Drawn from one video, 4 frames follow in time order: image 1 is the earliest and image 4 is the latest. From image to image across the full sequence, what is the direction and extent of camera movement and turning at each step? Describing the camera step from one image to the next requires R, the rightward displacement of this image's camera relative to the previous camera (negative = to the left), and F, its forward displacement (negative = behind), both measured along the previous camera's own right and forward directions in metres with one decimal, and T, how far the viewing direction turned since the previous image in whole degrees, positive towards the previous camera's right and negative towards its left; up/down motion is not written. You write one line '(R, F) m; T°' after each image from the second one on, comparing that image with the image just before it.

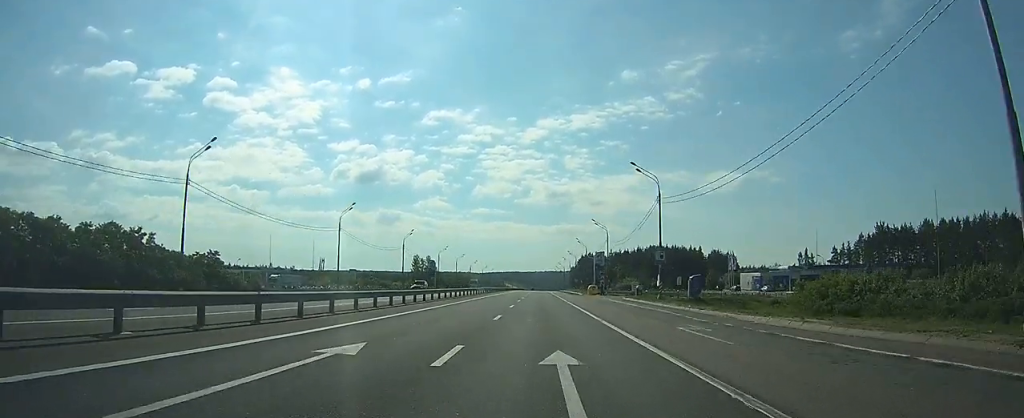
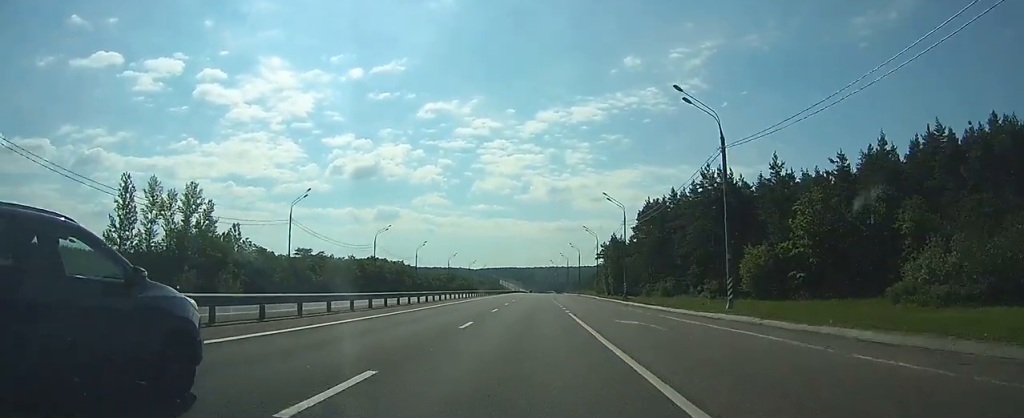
(+1.4, +207.0) m; 0°
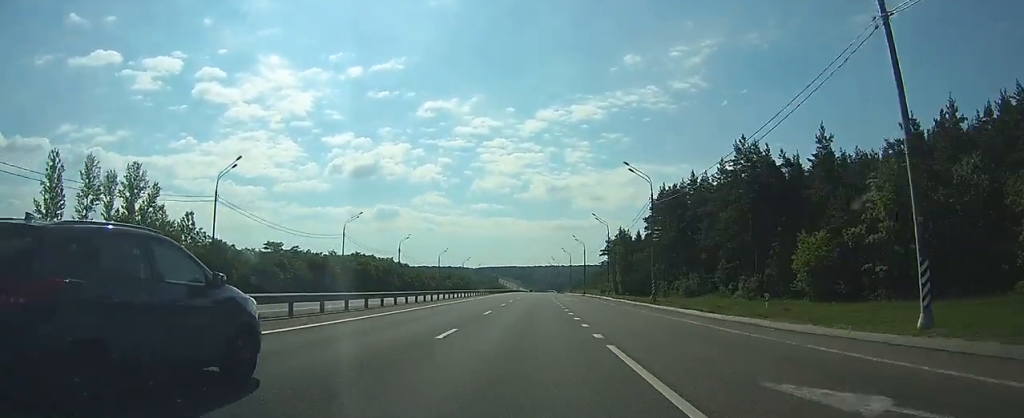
(0.0, +15.7) m; 0°
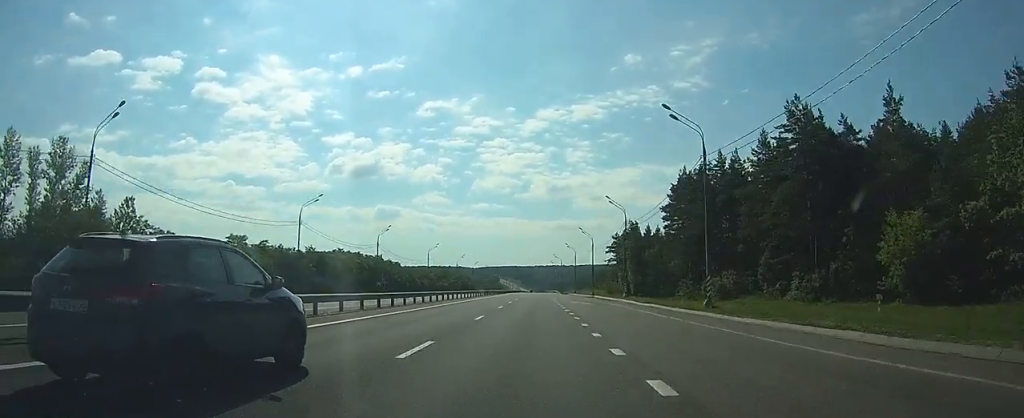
(0.0, +15.6) m; 0°
